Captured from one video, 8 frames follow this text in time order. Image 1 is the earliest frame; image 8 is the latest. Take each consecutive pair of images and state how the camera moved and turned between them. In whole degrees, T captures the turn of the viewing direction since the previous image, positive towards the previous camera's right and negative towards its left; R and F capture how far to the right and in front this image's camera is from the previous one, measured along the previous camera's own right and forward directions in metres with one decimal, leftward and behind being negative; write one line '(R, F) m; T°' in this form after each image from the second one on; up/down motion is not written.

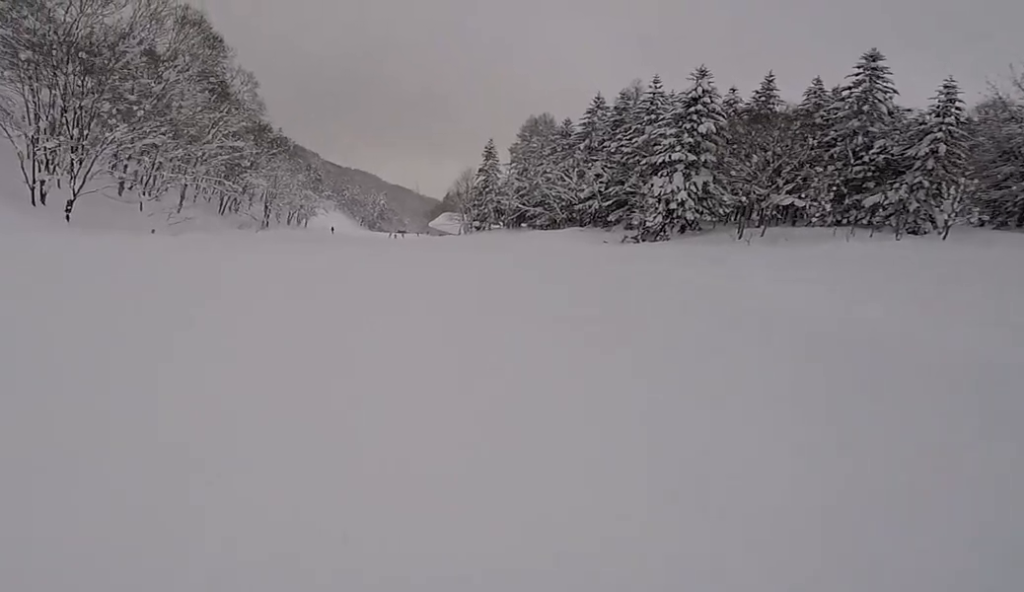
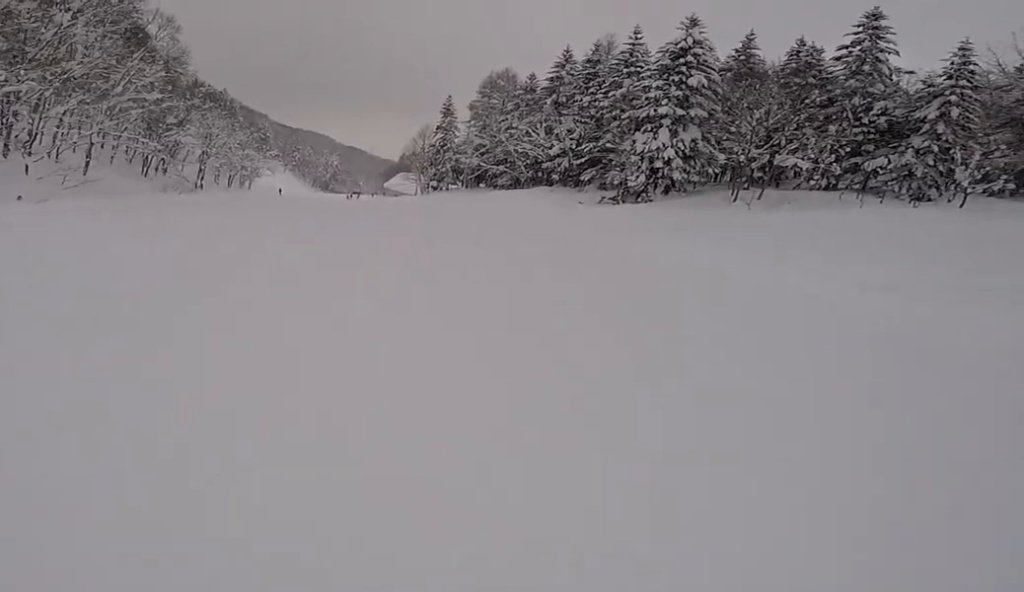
(0.0, +6.5) m; -7°
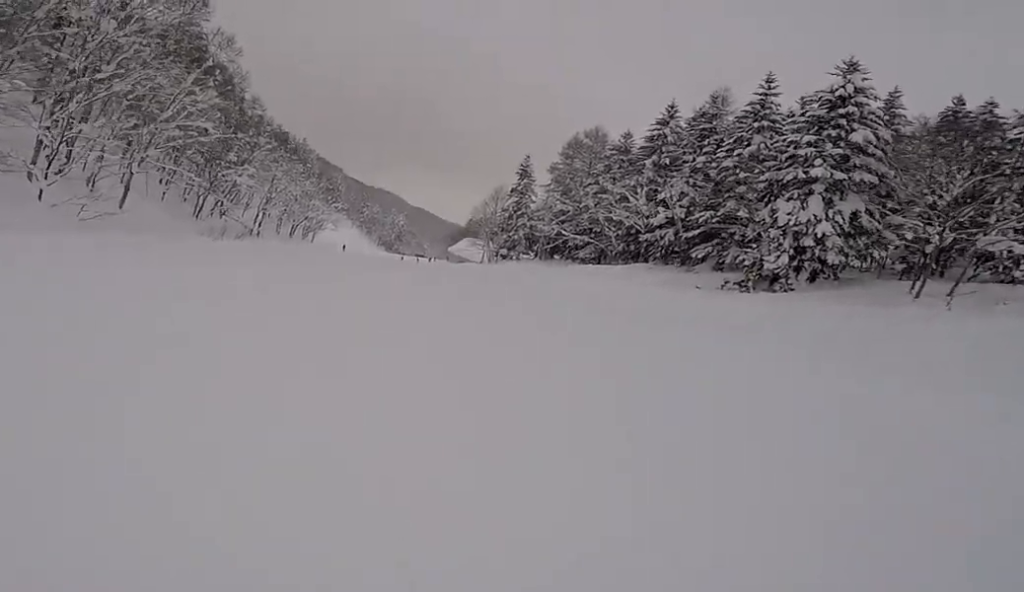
(-0.9, +8.0) m; -1°
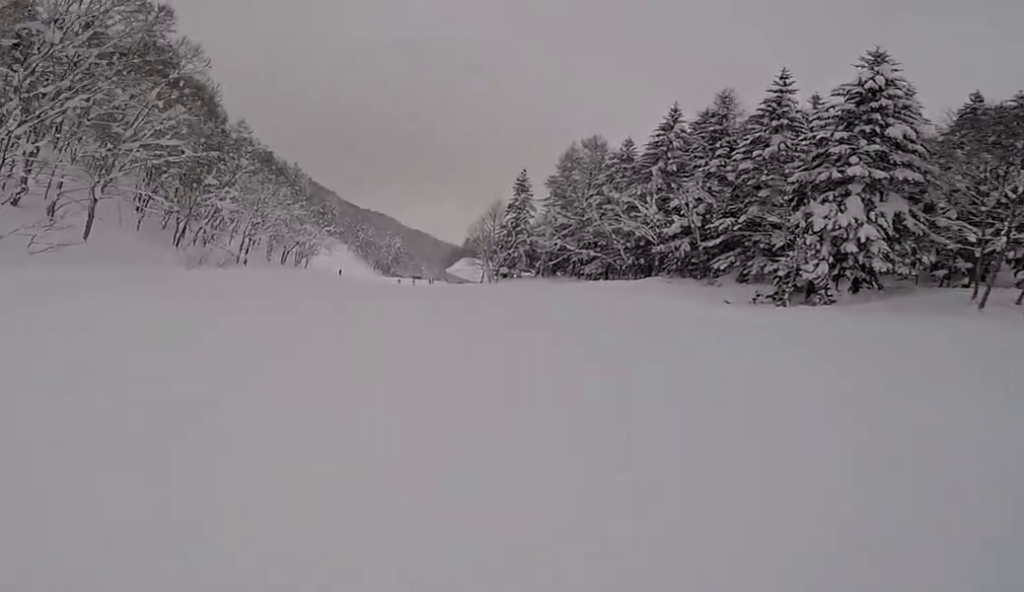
(+0.5, +3.7) m; 0°
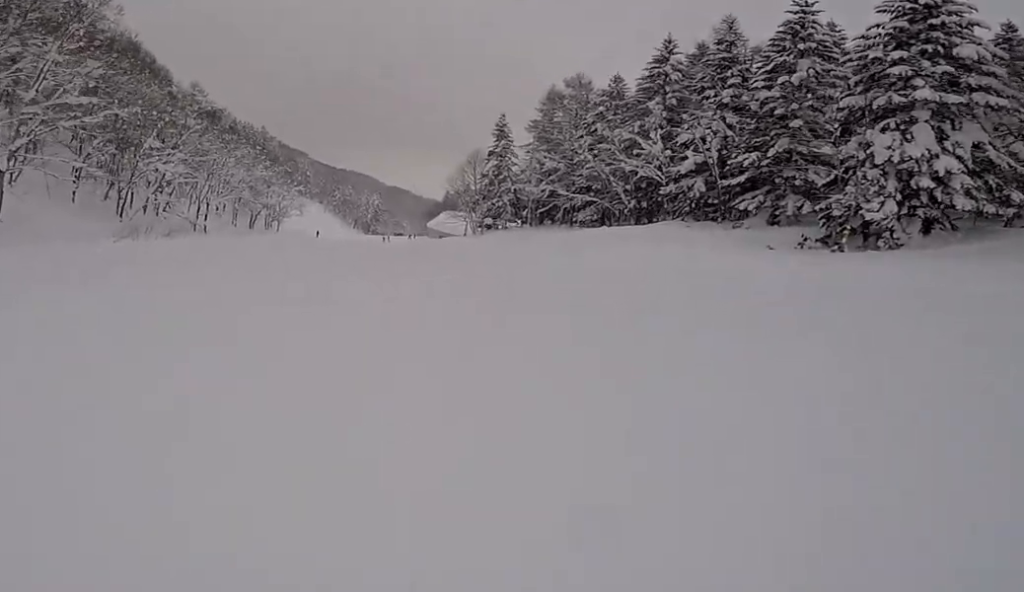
(+0.1, +5.5) m; 0°
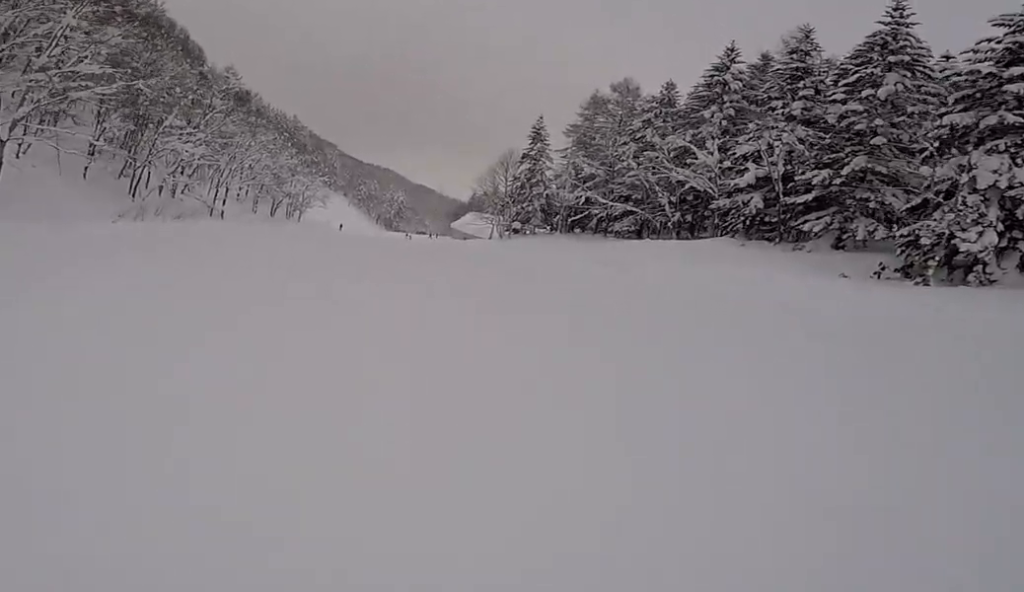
(-0.4, +2.8) m; 0°
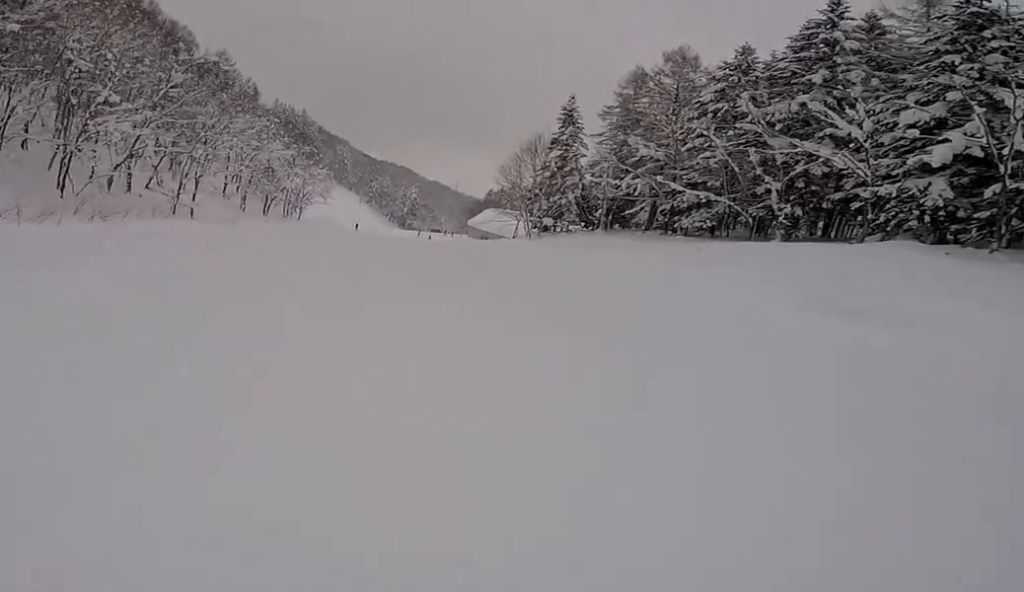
(+0.4, +11.7) m; 0°
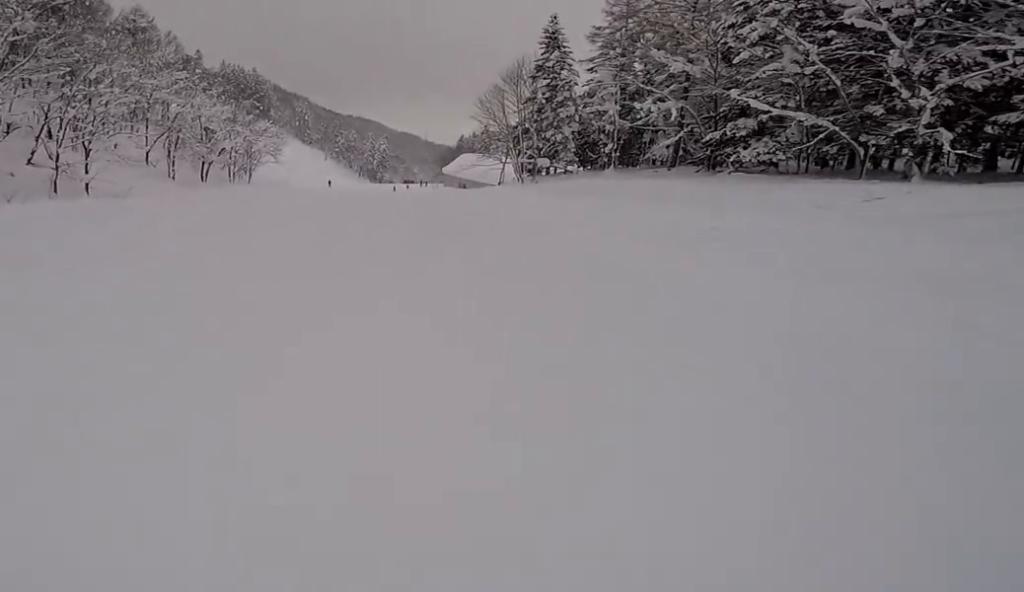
(+0.2, +11.9) m; +1°
